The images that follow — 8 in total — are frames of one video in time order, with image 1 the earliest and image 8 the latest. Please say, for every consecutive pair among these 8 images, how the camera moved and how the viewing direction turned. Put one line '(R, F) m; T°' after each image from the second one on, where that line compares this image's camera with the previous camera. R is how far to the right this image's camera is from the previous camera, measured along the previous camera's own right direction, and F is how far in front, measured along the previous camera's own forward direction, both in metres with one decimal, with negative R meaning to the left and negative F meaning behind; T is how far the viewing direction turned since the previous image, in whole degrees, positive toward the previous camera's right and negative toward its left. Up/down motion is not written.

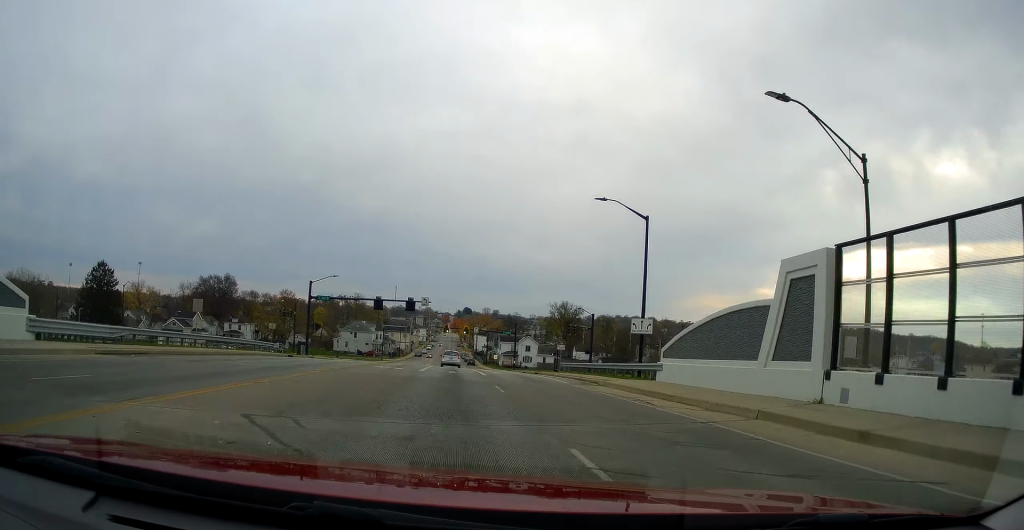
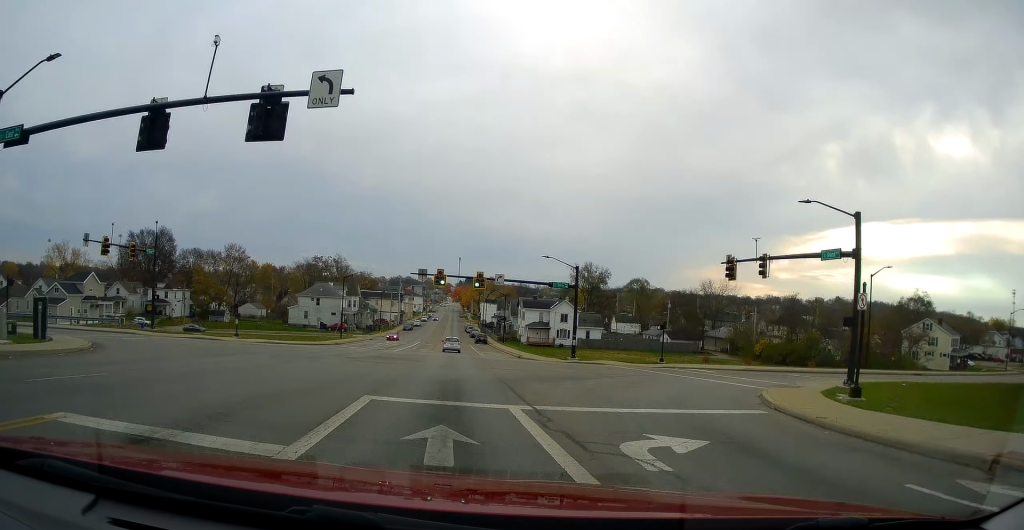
(-1.5, +48.3) m; -4°
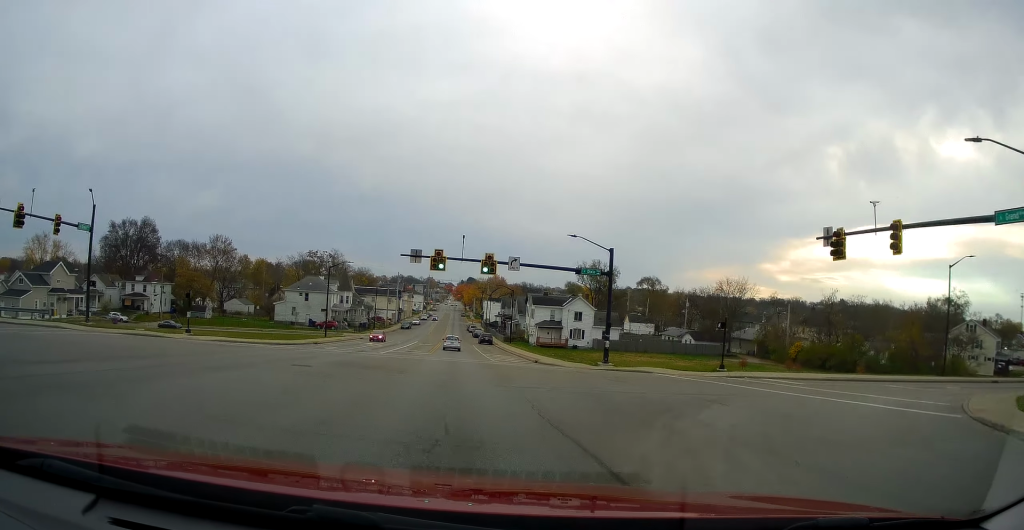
(0.0, +10.5) m; 0°
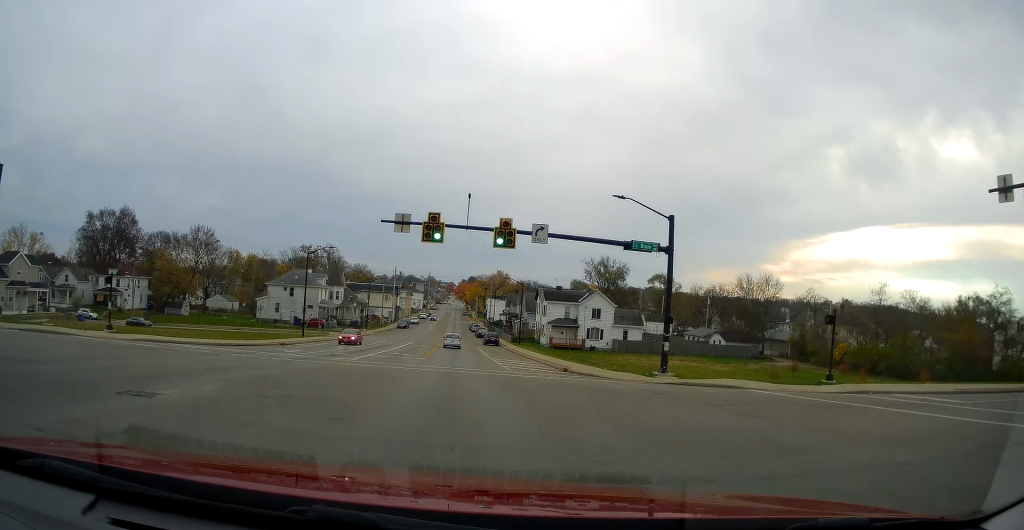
(0.0, +11.1) m; 0°
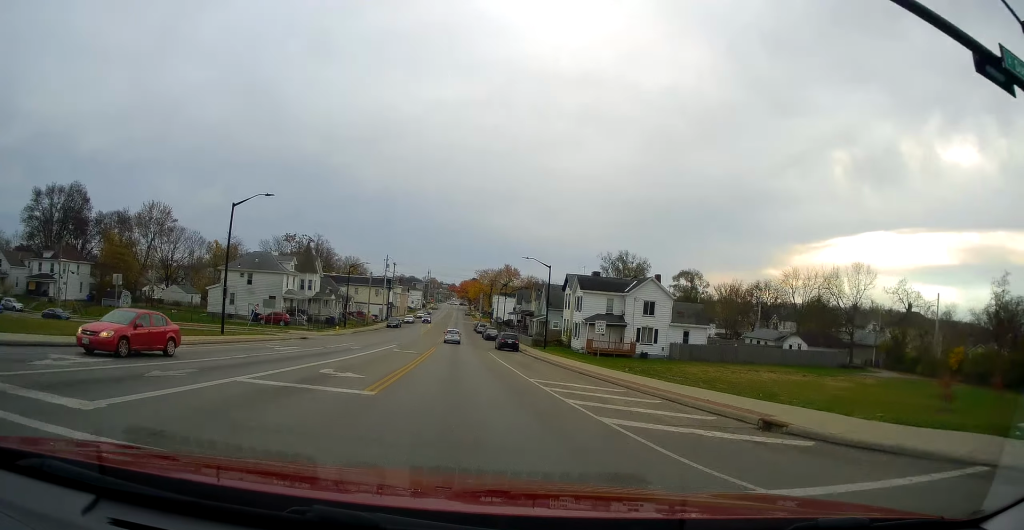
(0.0, +21.7) m; -2°
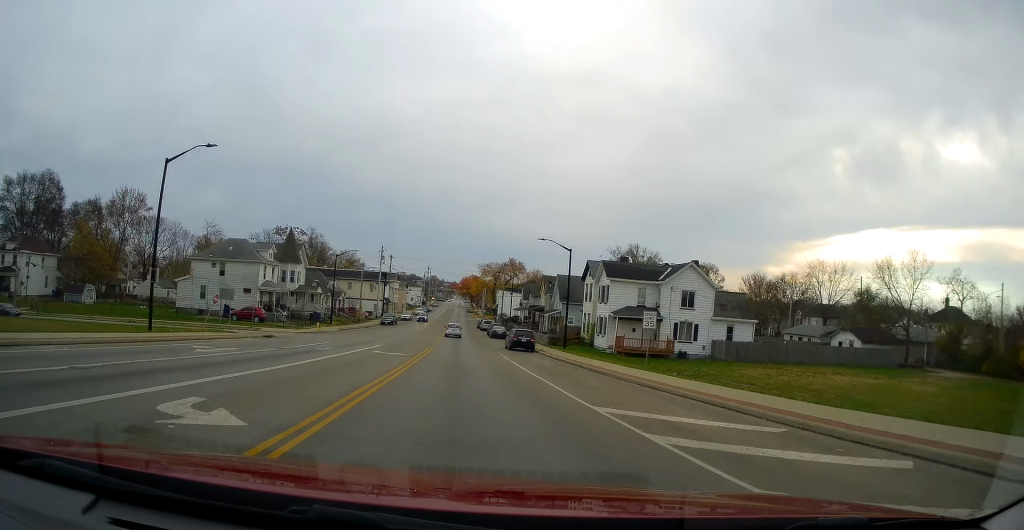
(-0.3, +10.1) m; 0°
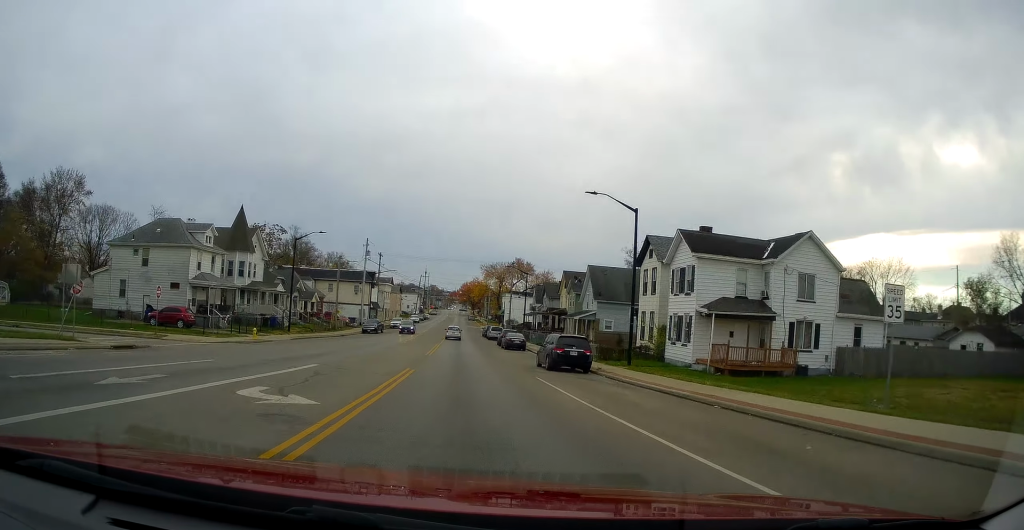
(+0.2, +18.5) m; 0°
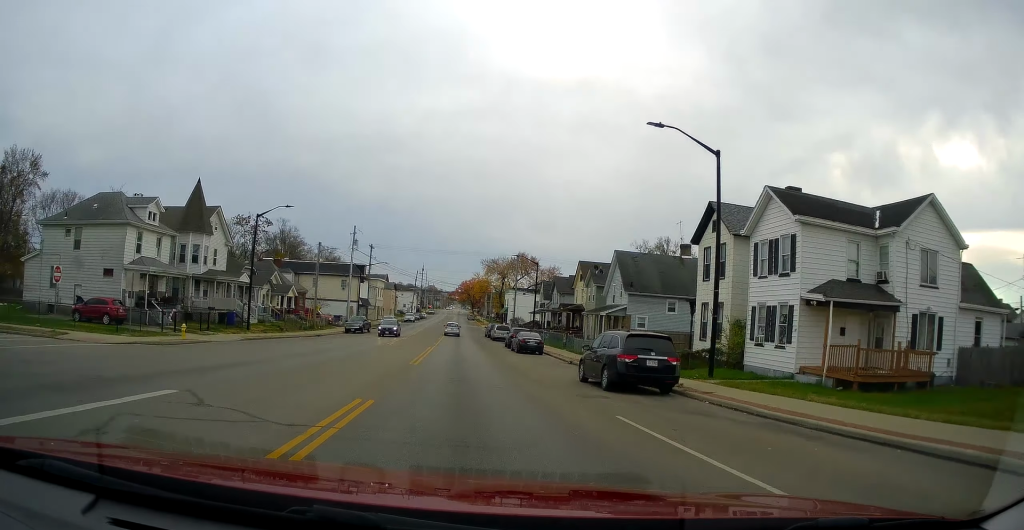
(0.0, +10.6) m; 0°
